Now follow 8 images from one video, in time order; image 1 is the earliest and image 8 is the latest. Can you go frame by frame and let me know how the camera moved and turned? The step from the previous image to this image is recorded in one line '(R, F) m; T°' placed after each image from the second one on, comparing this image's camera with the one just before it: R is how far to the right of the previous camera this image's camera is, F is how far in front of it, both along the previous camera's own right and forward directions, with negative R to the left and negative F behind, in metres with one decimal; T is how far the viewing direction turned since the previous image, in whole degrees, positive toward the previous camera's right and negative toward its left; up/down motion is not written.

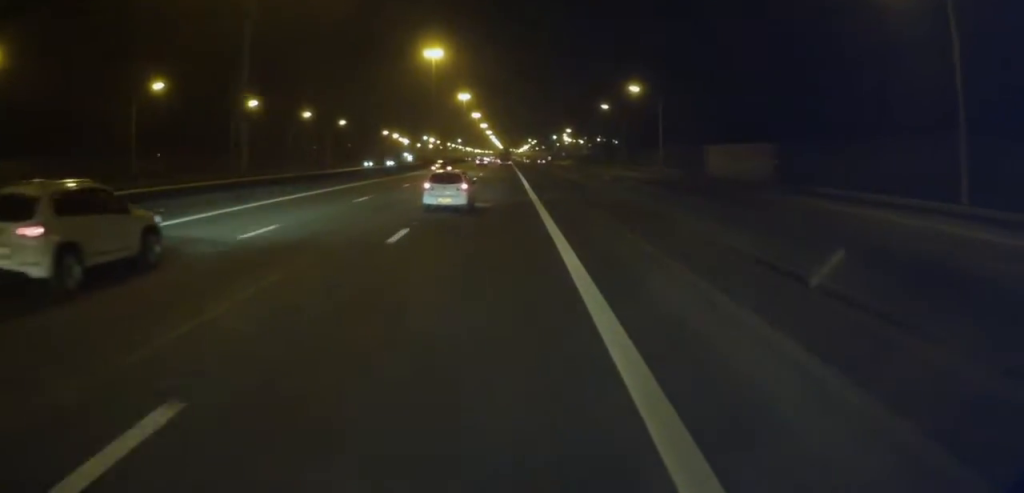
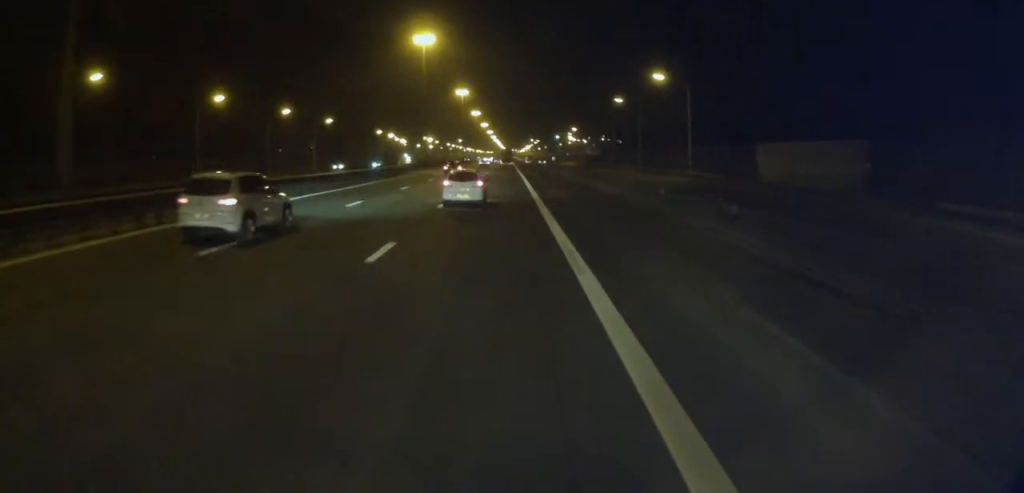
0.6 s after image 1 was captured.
(-0.2, +14.8) m; 0°
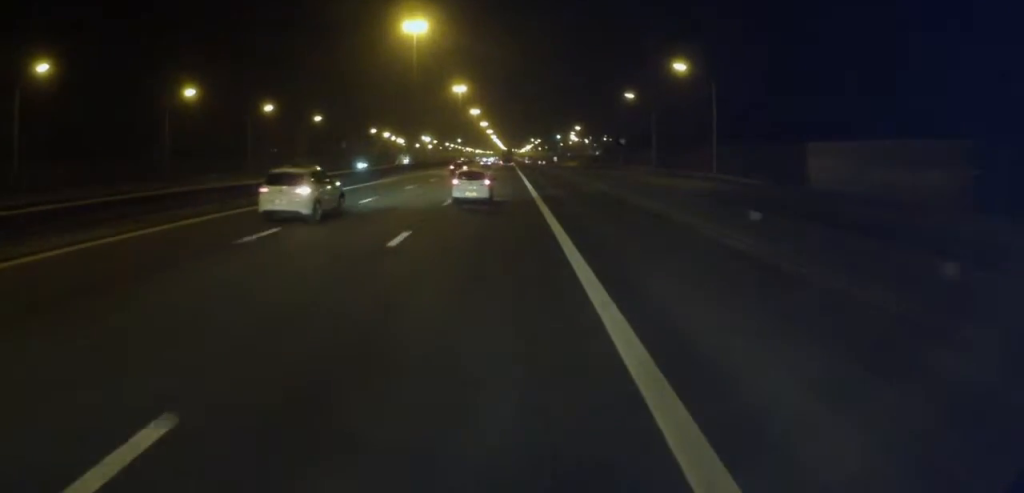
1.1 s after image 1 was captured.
(+0.4, +10.1) m; +1°
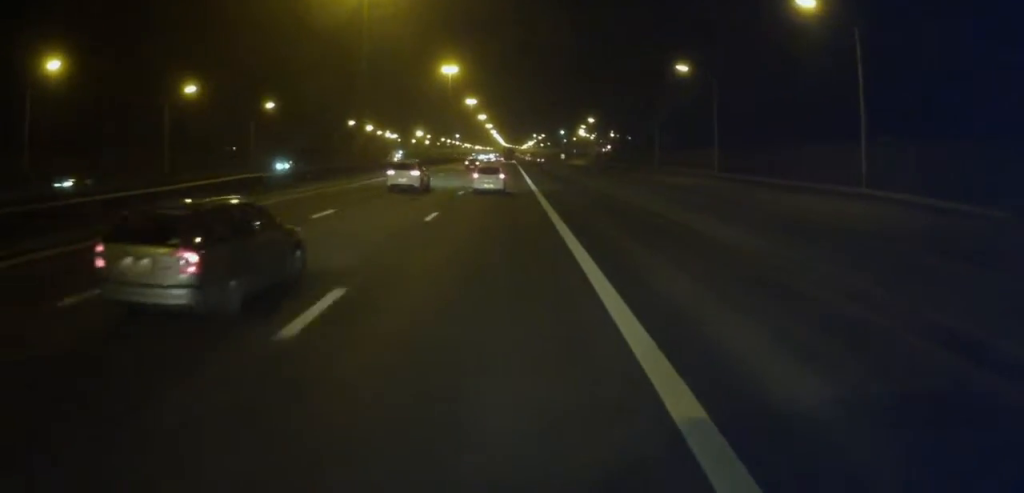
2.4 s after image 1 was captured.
(-0.1, +31.6) m; -1°
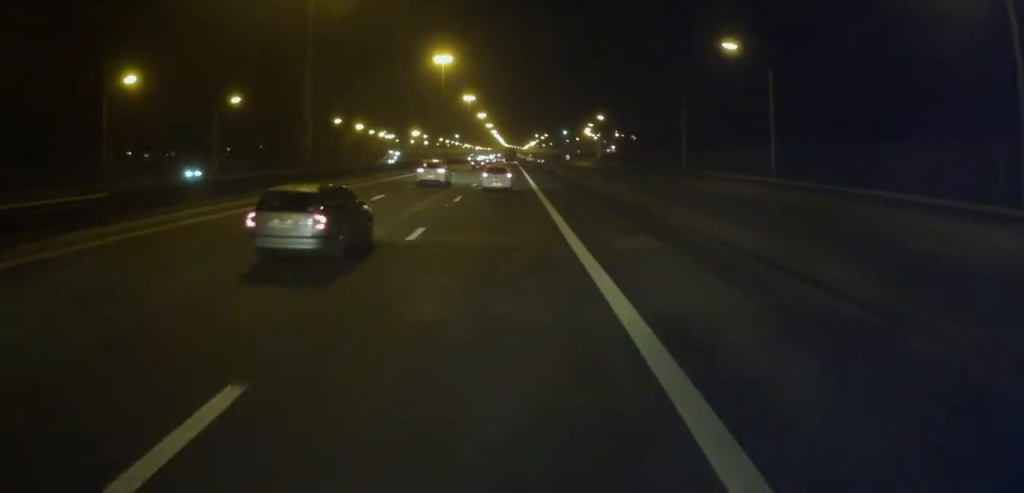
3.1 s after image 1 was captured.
(0.0, +16.0) m; 0°
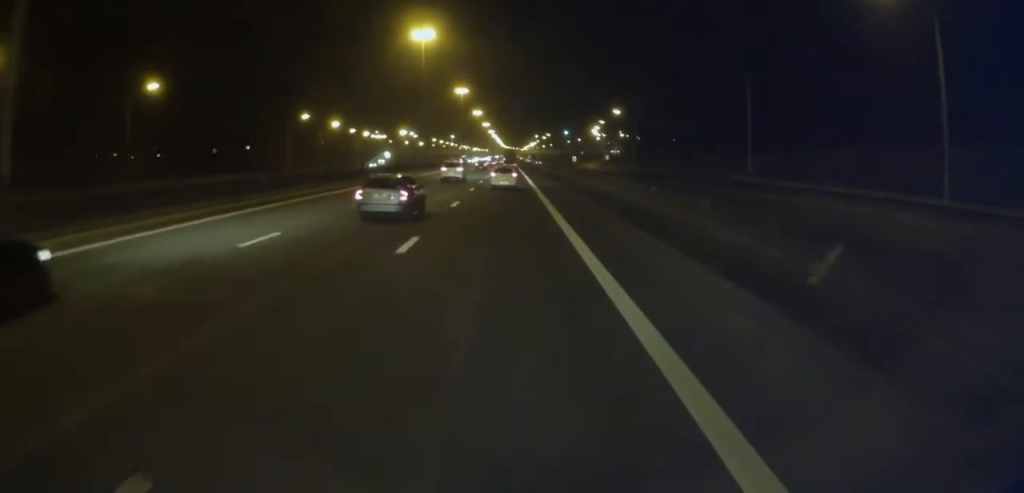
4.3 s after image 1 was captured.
(0.0, +25.6) m; 0°
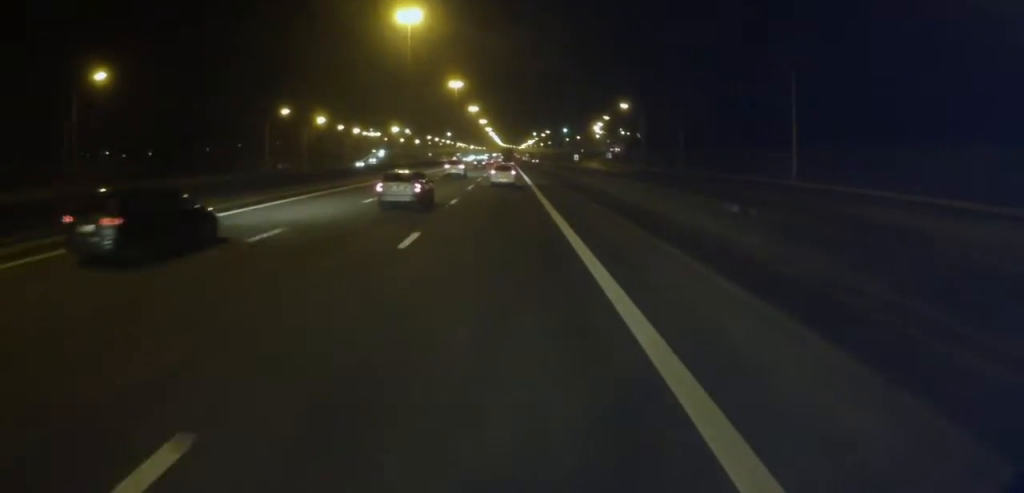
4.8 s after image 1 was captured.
(0.0, +11.1) m; 0°
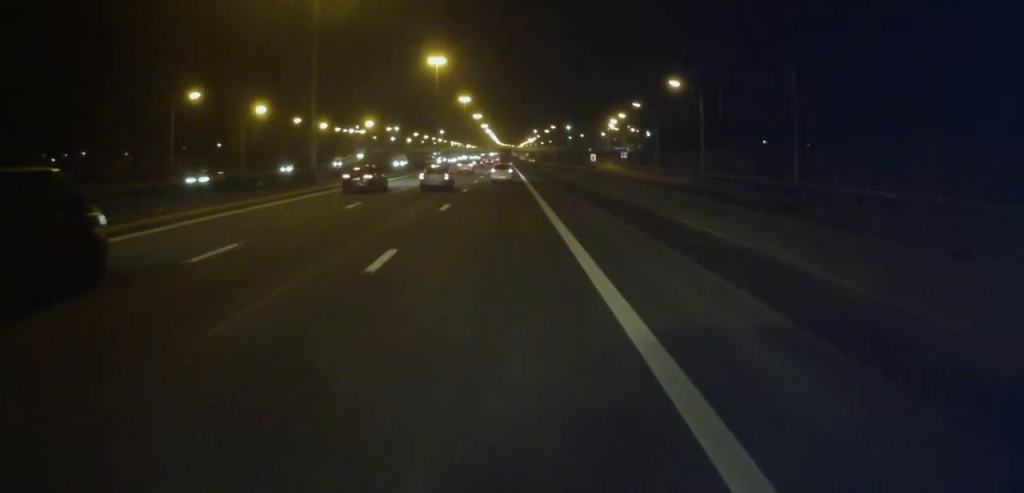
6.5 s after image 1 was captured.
(0.0, +36.0) m; 0°
